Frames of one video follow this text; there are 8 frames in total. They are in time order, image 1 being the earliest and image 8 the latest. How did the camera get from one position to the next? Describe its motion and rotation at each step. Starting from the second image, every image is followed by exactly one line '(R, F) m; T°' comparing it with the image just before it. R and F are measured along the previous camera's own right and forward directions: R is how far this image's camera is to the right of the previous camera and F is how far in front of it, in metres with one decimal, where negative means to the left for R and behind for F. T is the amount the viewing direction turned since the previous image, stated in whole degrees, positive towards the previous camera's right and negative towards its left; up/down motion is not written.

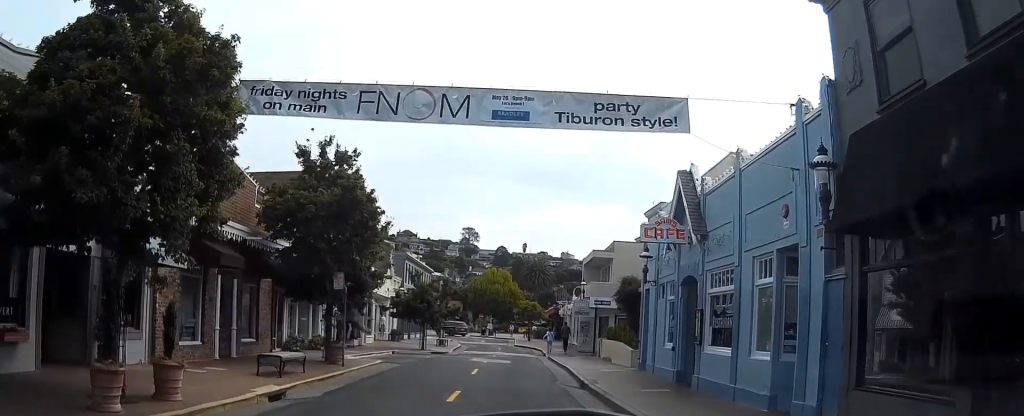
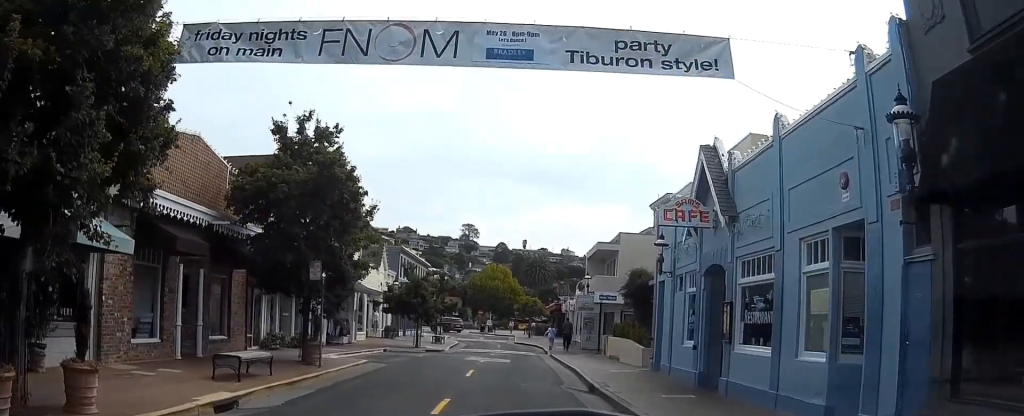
(0.0, +2.4) m; +1°
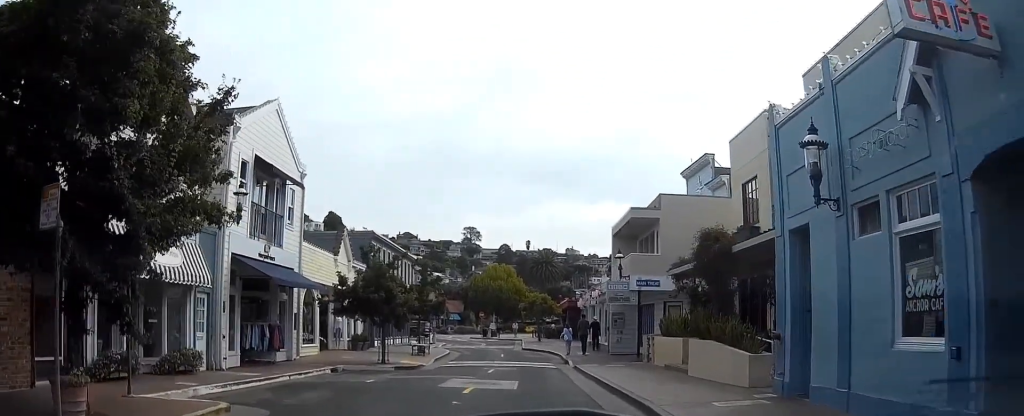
(+0.1, +11.0) m; 0°
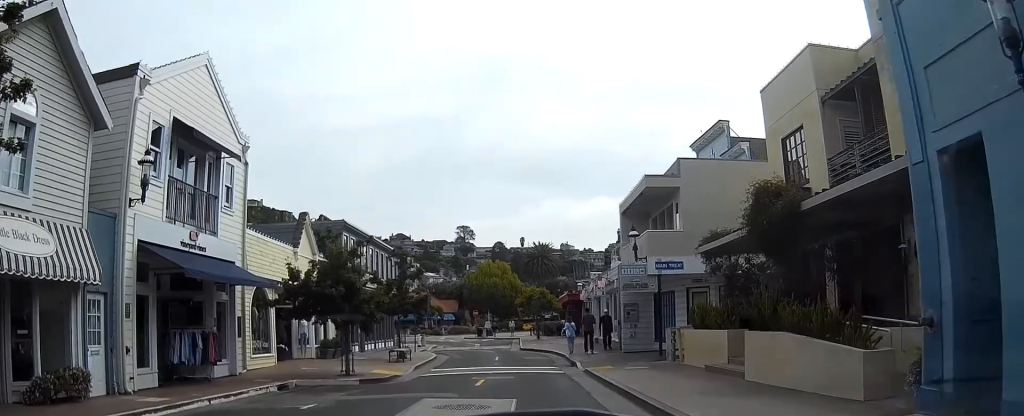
(0.0, +5.4) m; 0°
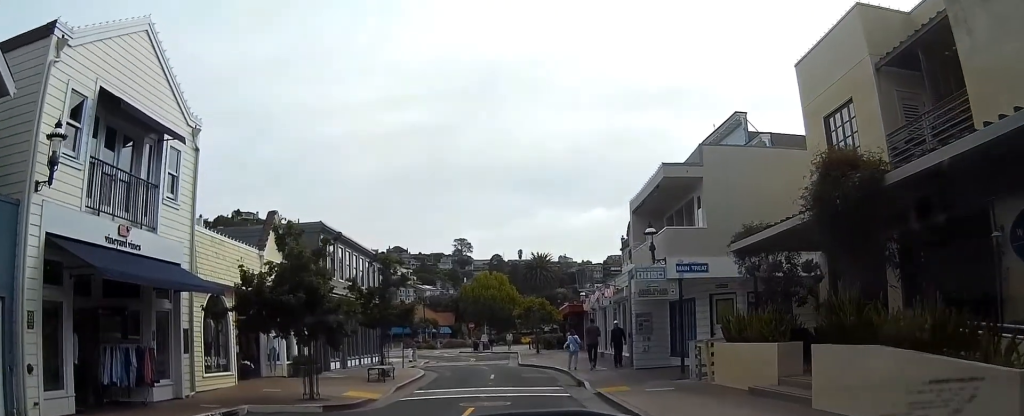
(+0.1, +3.8) m; +1°
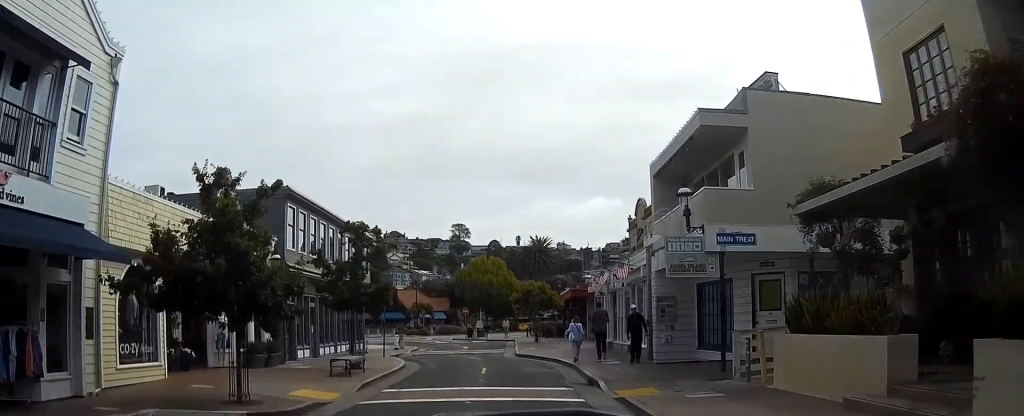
(-0.1, +5.0) m; +1°
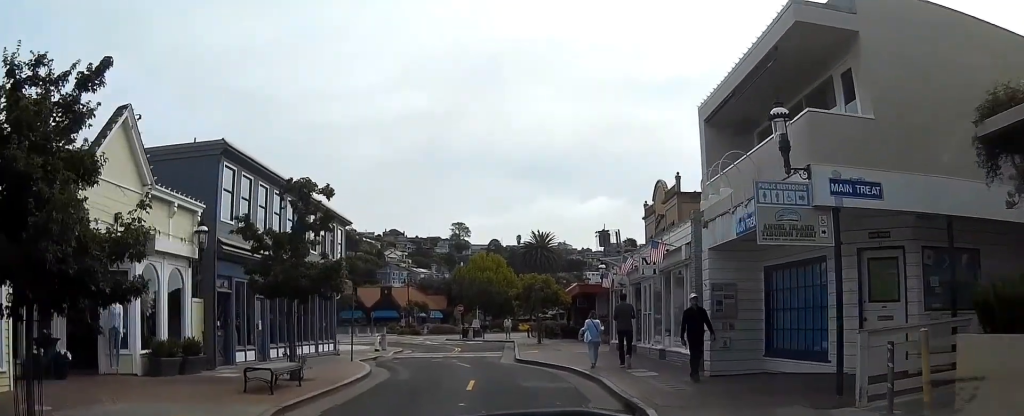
(+0.1, +7.0) m; -1°
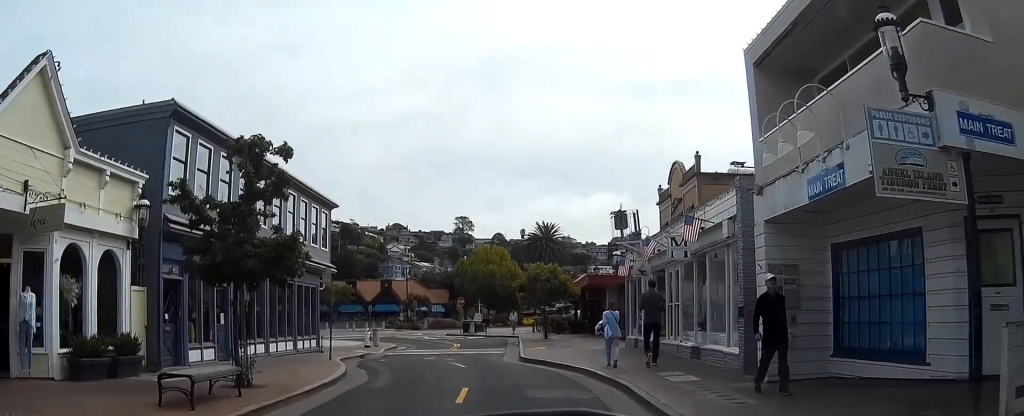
(-0.1, +4.0) m; -3°
